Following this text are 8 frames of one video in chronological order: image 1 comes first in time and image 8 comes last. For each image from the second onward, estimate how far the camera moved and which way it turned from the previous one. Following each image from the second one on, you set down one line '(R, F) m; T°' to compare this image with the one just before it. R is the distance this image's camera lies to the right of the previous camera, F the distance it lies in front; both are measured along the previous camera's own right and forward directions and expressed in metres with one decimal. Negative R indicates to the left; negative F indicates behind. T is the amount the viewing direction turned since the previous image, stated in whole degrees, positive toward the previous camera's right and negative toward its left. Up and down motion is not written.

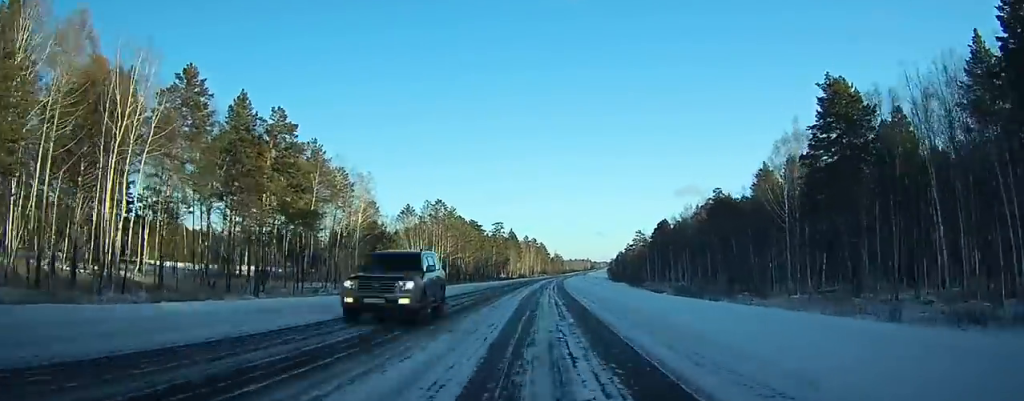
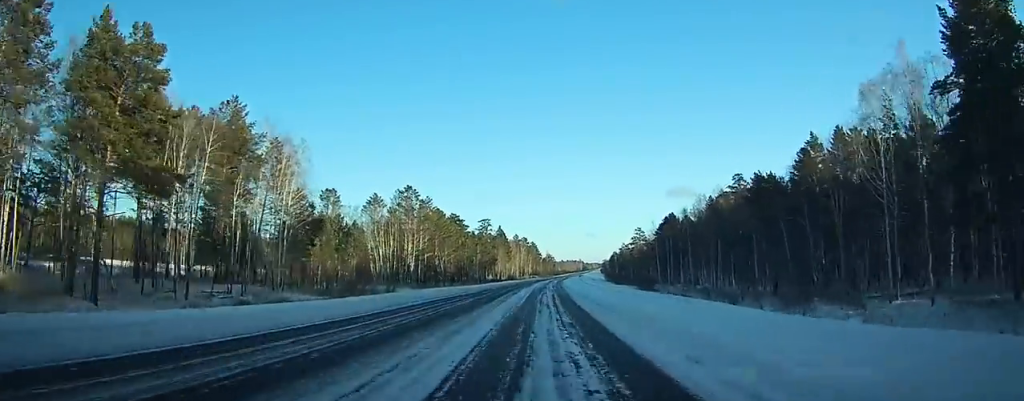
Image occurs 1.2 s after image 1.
(+0.4, +26.0) m; +1°
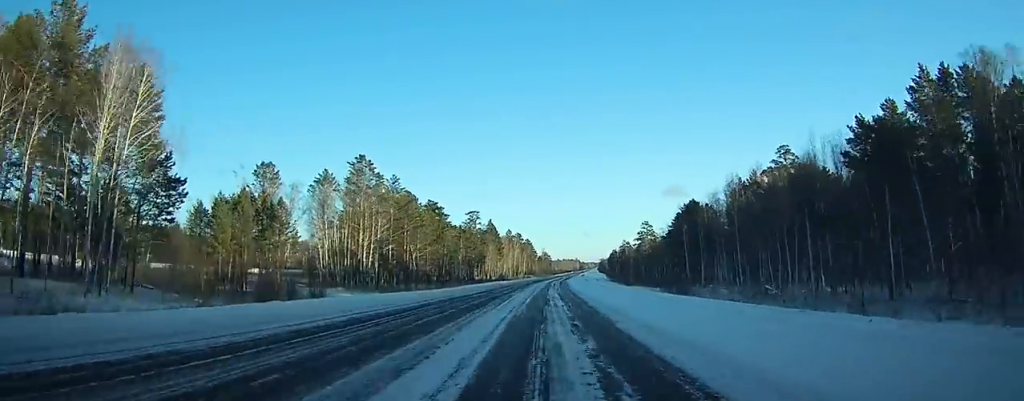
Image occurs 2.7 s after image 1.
(+0.3, +31.8) m; +1°
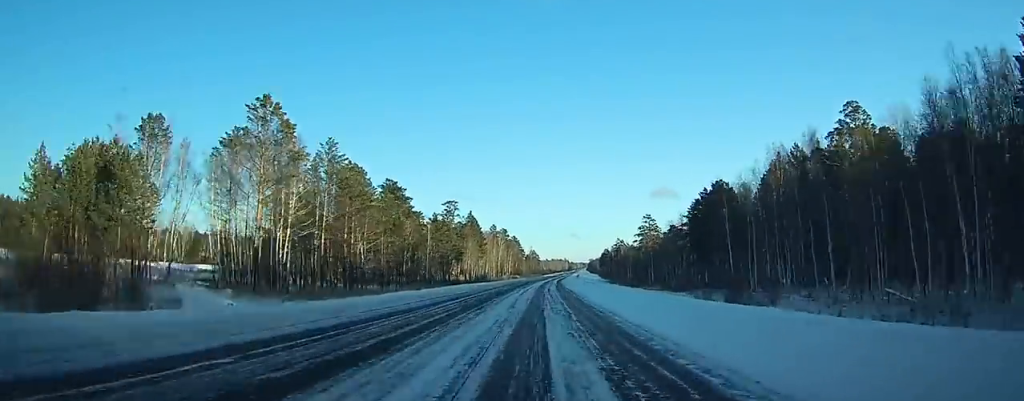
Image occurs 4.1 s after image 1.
(+0.1, +31.9) m; +1°
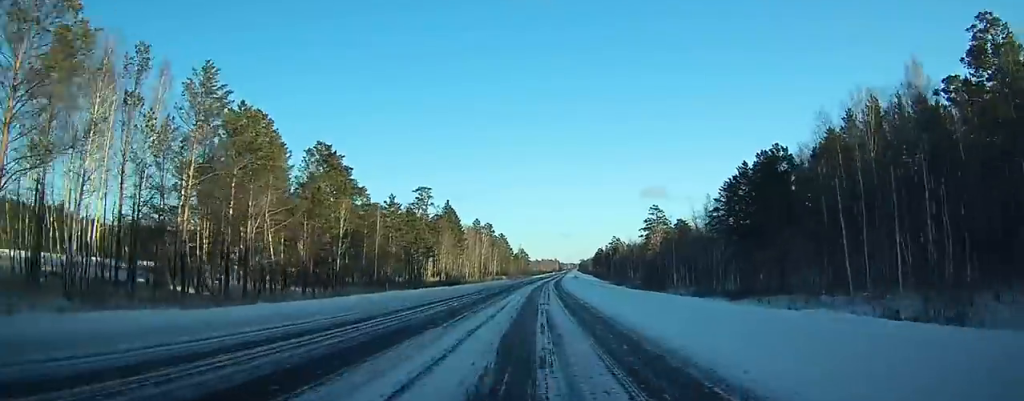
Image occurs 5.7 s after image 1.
(+0.4, +33.4) m; +1°
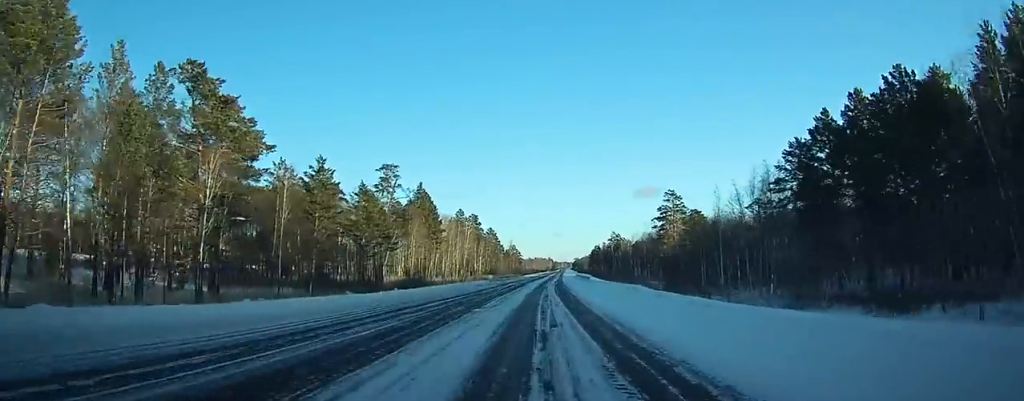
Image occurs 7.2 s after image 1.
(+0.4, +33.6) m; +1°
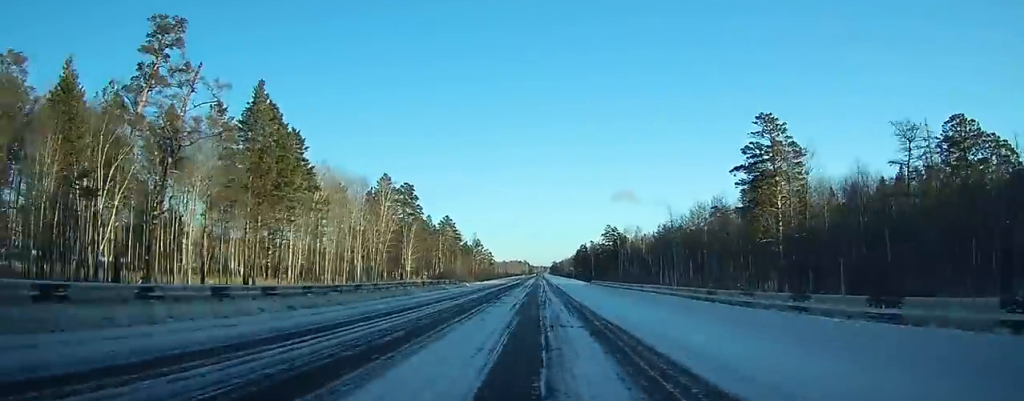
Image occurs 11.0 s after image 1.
(+1.1, +84.3) m; +2°
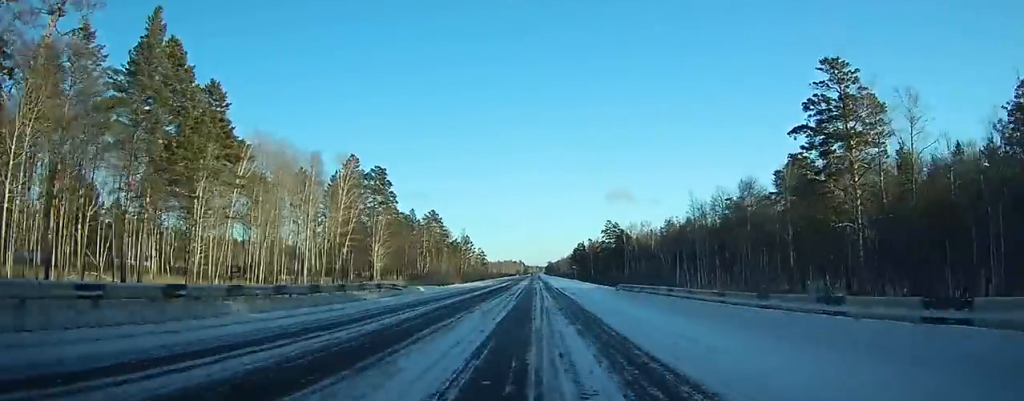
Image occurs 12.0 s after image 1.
(+0.1, +22.4) m; 0°
